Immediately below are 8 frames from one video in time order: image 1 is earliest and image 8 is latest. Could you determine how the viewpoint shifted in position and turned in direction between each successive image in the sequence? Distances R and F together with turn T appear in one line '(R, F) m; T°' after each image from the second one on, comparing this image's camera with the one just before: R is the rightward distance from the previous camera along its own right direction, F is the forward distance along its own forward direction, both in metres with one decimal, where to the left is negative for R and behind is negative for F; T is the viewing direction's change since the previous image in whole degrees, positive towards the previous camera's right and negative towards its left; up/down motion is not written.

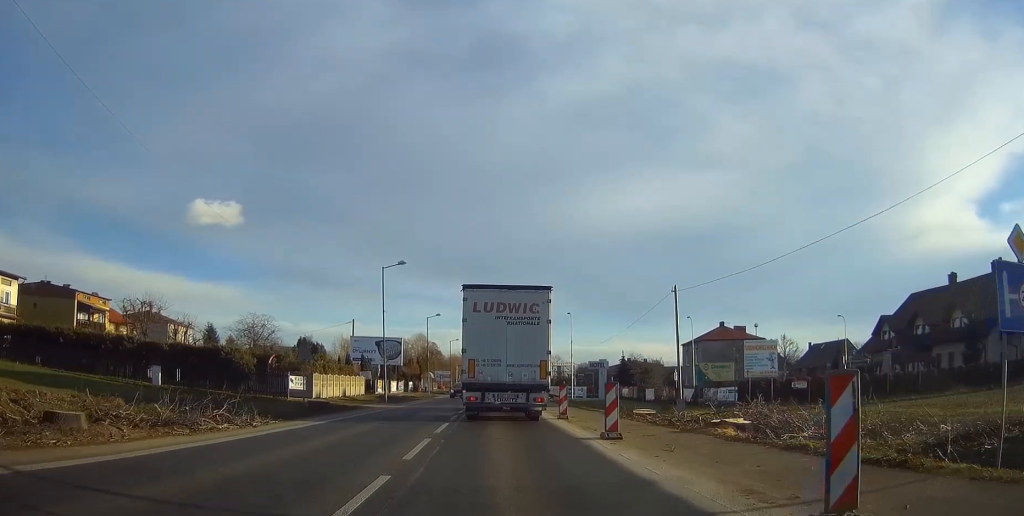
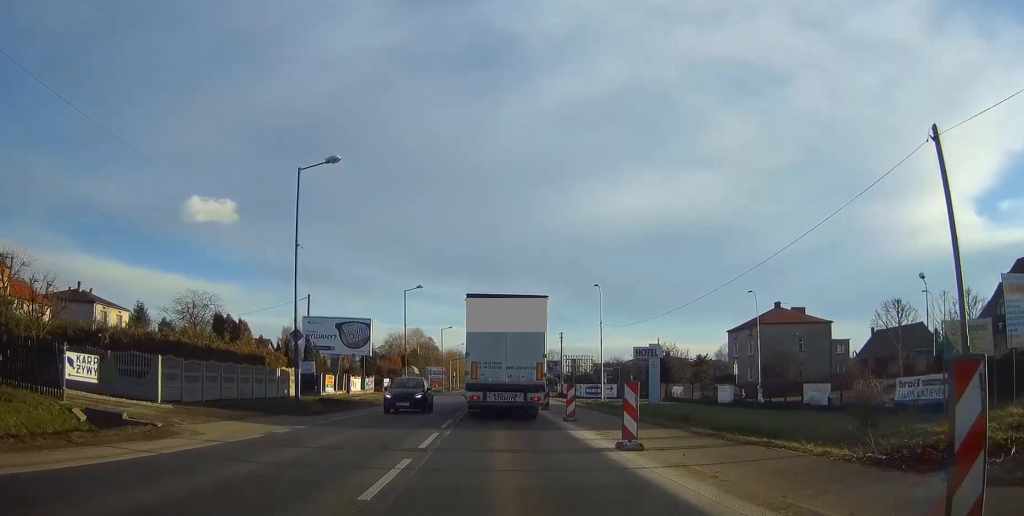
(+0.2, +22.7) m; -2°
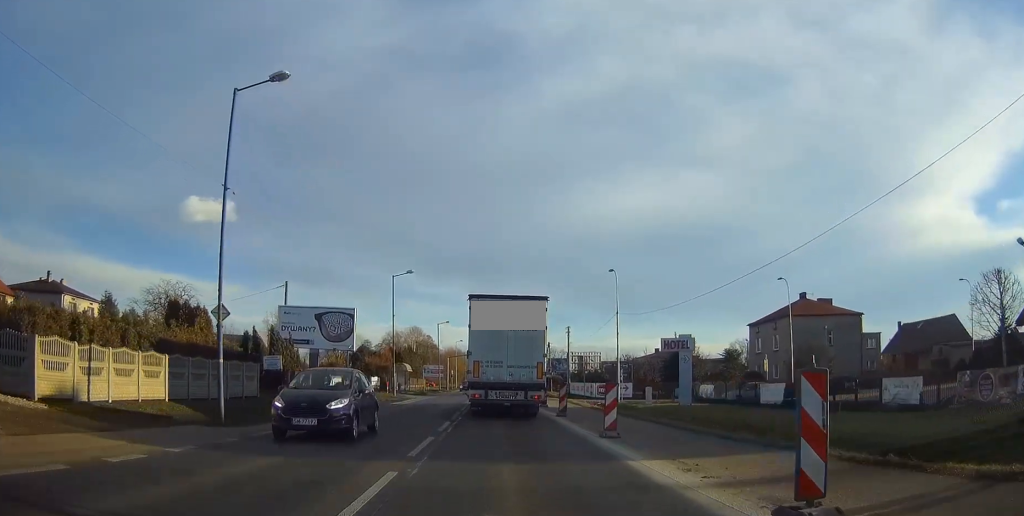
(-0.2, +7.9) m; -2°
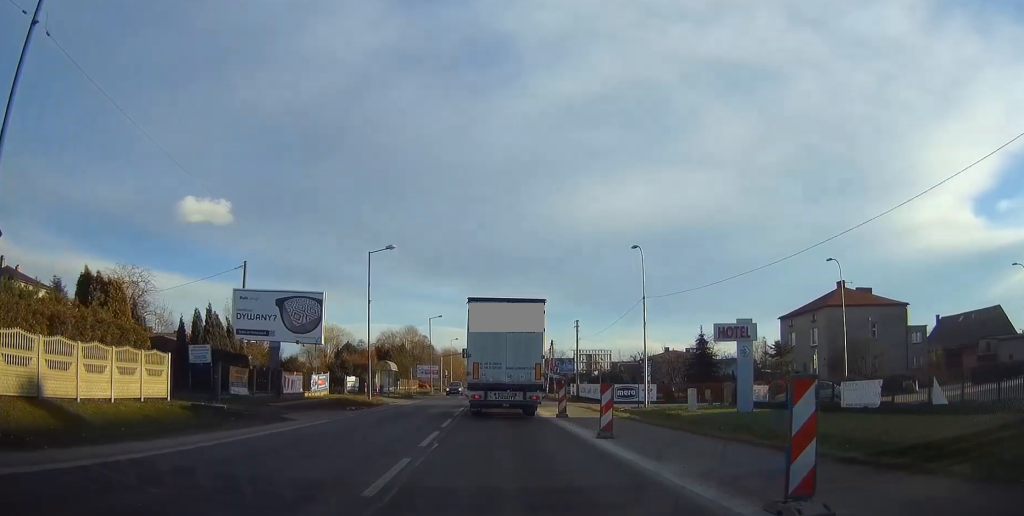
(0.0, +10.3) m; 0°
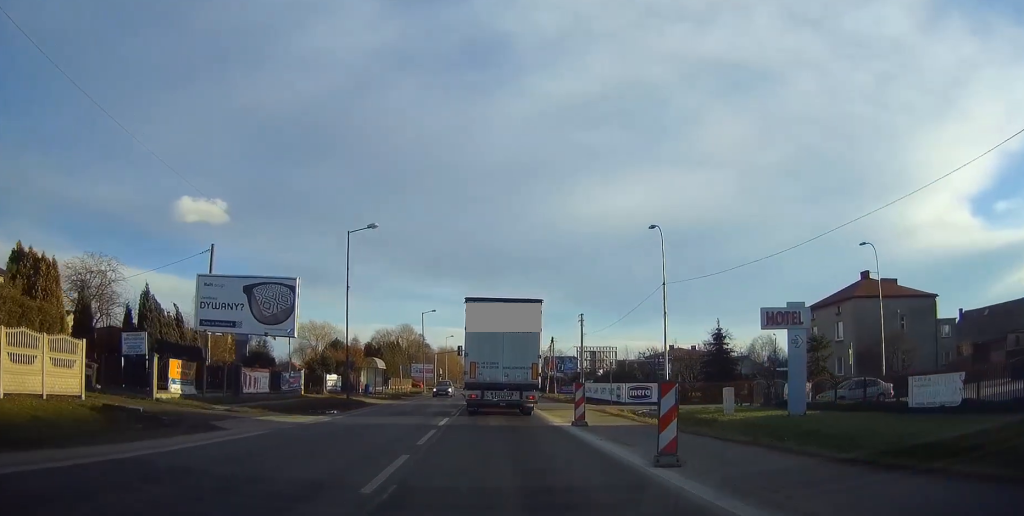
(0.0, +5.9) m; 0°
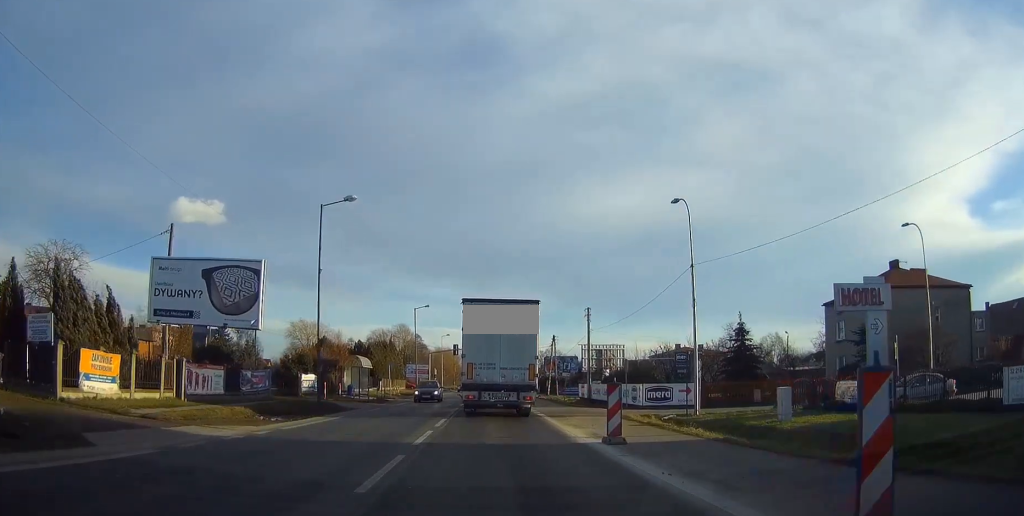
(0.0, +6.0) m; 0°
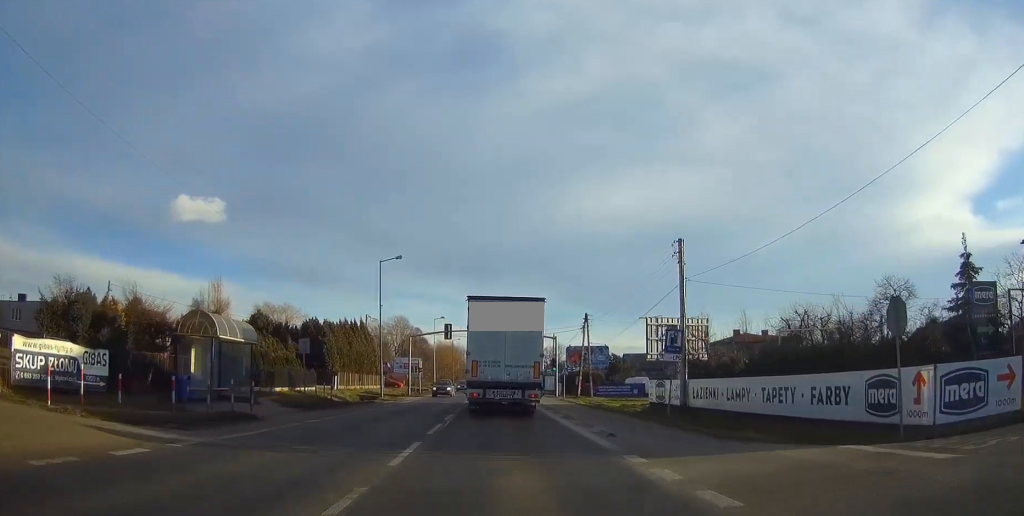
(+0.2, +28.2) m; +1°
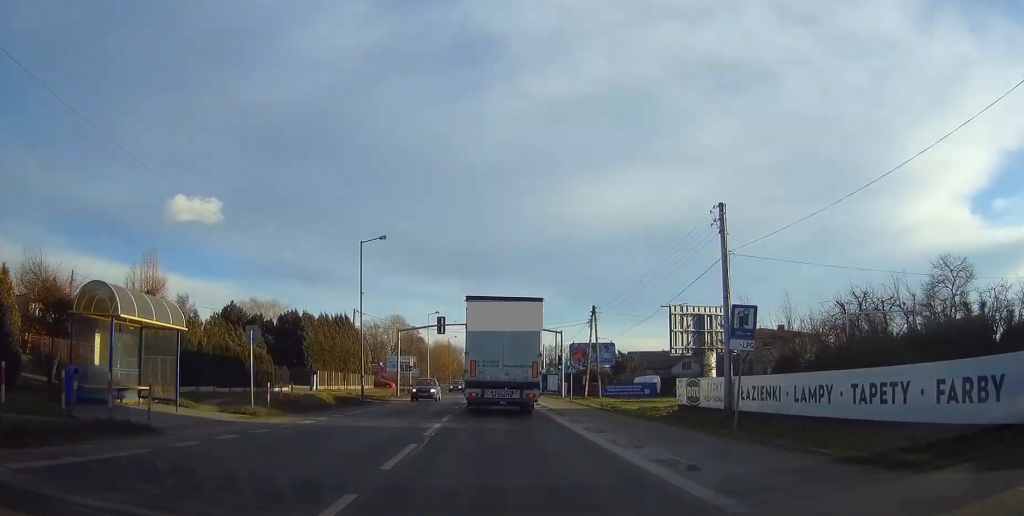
(0.0, +6.7) m; 0°
